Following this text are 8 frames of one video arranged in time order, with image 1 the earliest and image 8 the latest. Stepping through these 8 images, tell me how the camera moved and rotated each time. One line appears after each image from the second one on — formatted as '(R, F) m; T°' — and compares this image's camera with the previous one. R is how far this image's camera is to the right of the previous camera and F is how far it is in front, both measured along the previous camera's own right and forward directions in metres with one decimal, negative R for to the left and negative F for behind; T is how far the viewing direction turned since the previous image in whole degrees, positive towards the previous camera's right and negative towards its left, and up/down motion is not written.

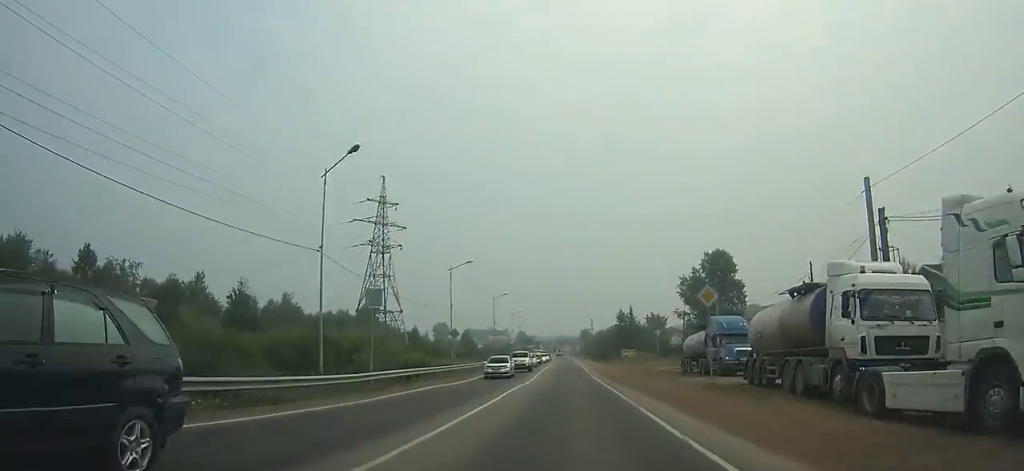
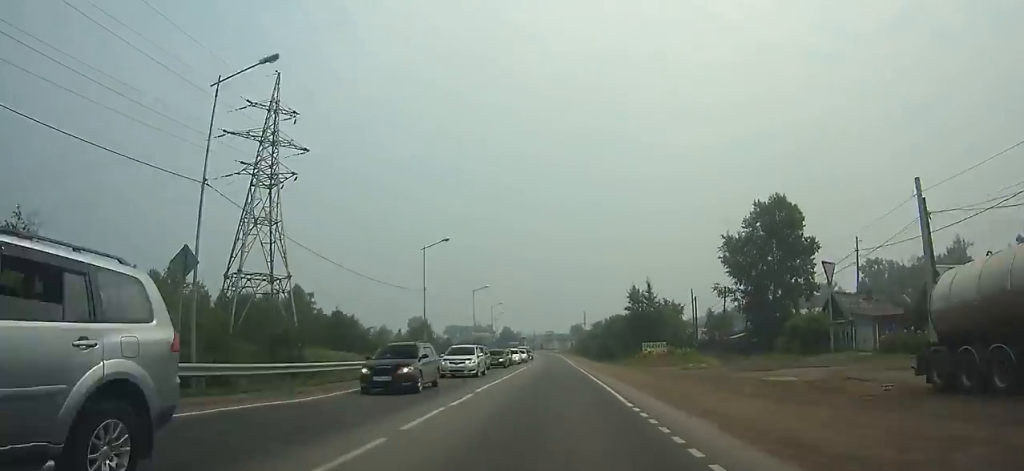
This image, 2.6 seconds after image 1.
(0.0, +38.3) m; 0°
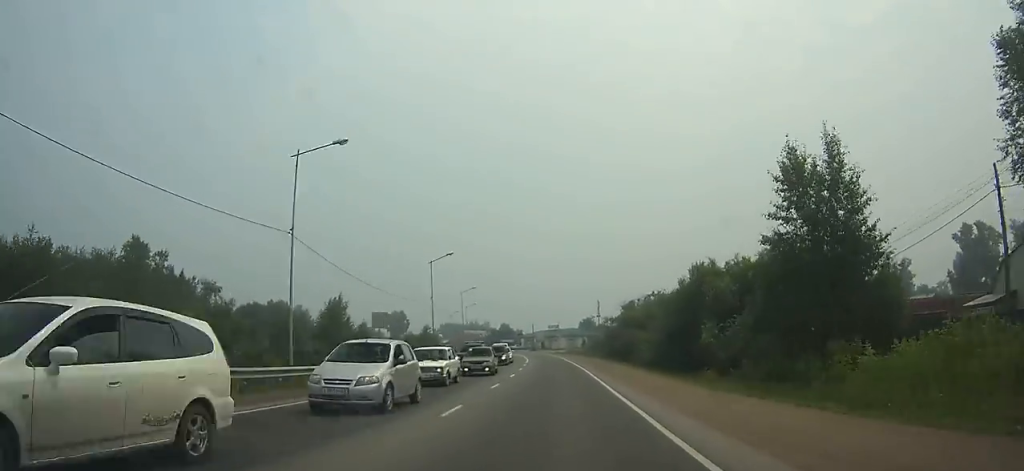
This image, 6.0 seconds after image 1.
(0.0, +52.1) m; -1°
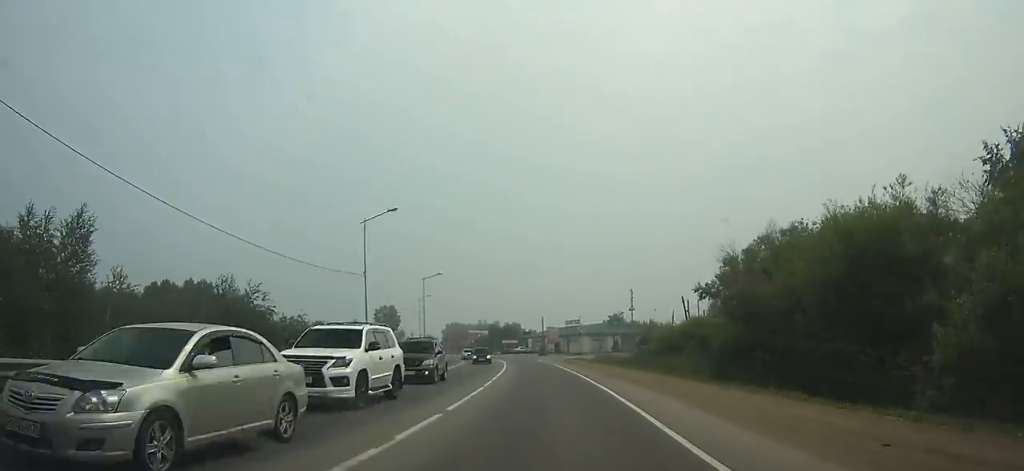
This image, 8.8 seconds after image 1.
(-1.0, +43.7) m; -2°
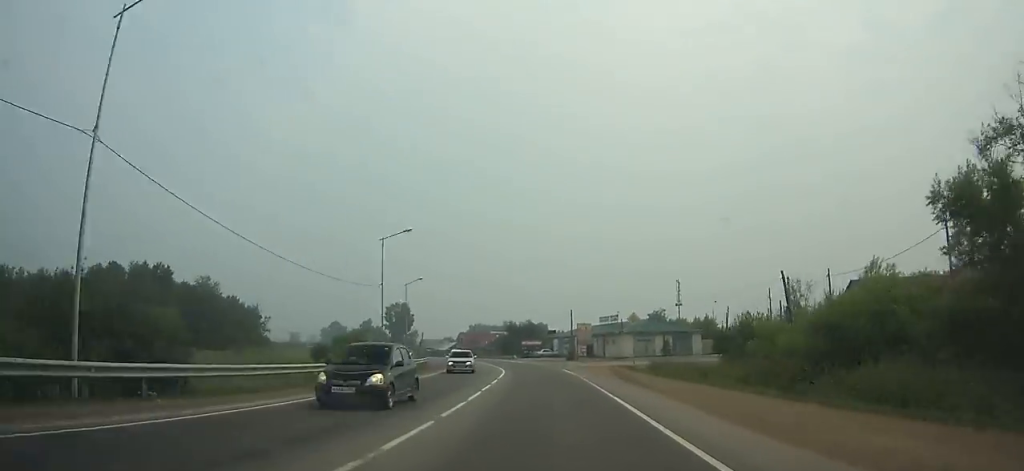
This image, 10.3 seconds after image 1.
(-0.3, +24.1) m; -3°
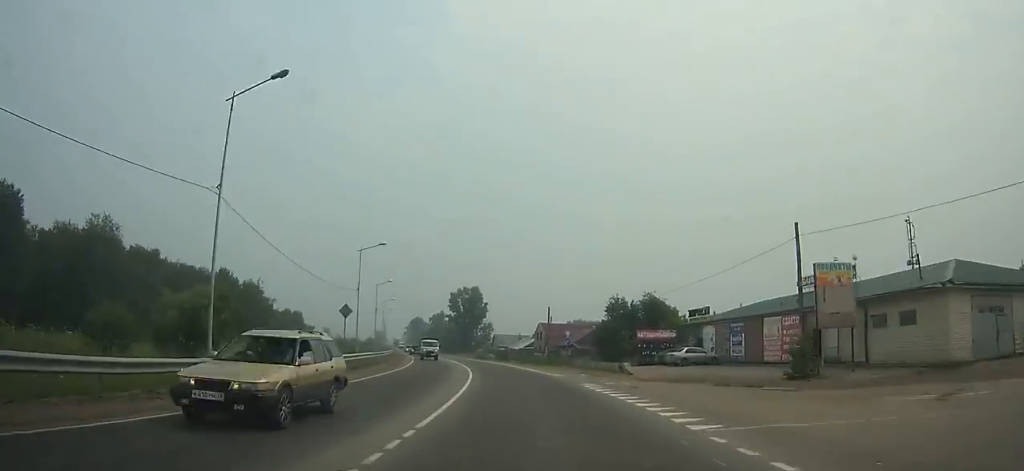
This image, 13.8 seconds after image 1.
(-3.5, +57.9) m; -10°
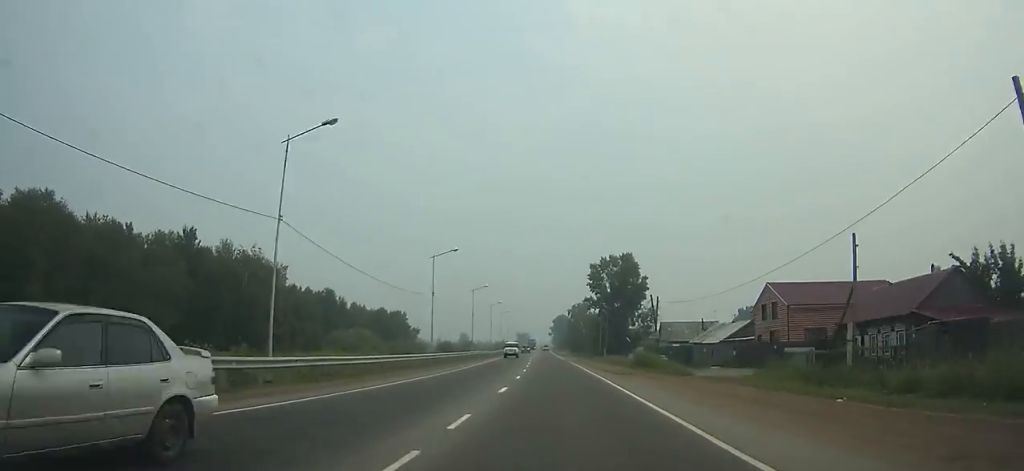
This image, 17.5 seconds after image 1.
(-7.1, +62.9) m; -11°
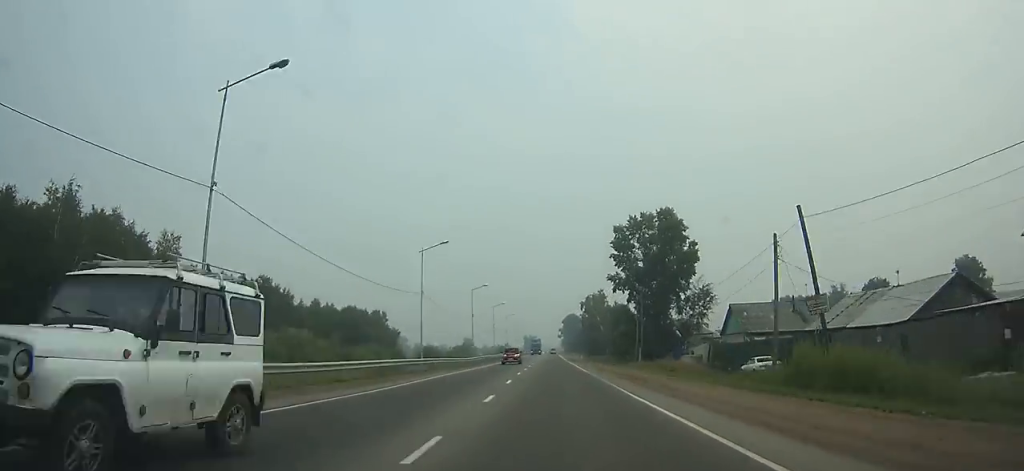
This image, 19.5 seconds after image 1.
(-1.4, +34.3) m; -3°
